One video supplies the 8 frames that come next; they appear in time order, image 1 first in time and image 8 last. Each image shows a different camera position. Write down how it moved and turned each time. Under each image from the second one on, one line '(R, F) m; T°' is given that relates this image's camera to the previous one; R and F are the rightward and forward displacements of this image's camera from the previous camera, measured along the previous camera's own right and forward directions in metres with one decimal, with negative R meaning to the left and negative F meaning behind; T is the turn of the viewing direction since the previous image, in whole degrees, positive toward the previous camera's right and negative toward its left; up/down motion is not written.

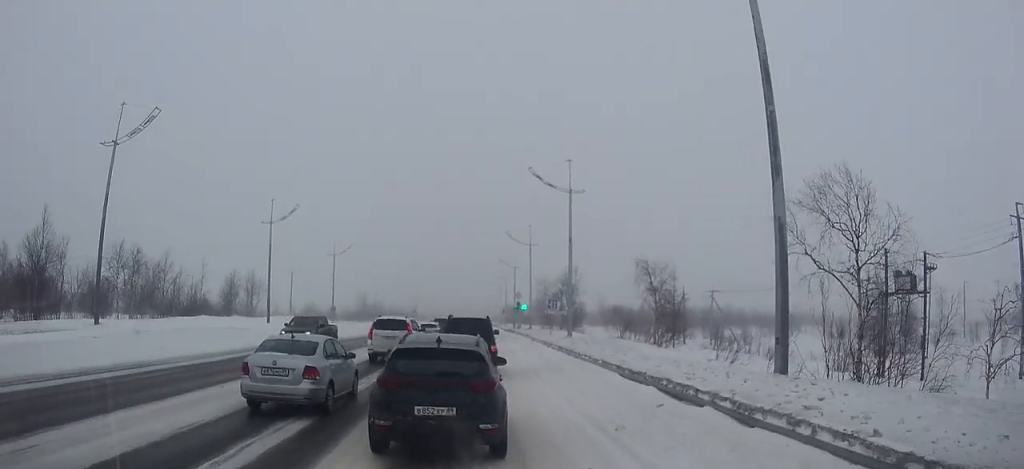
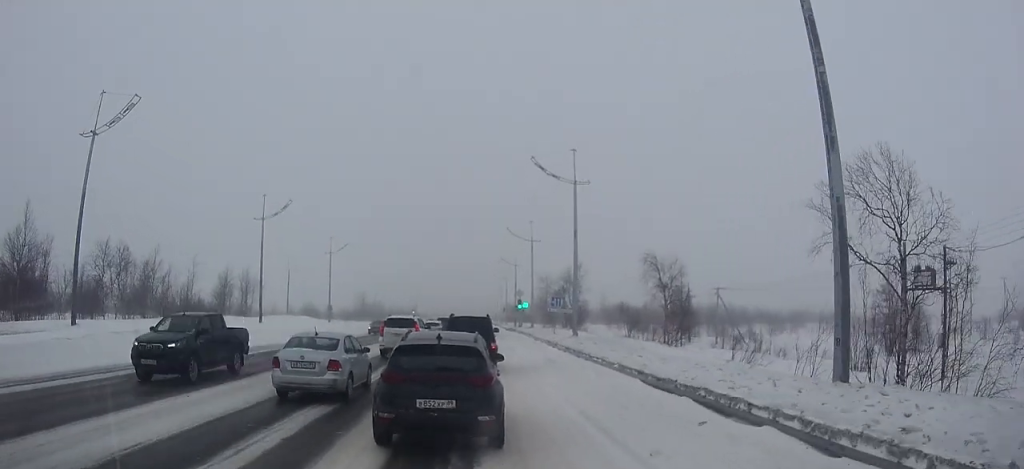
(0.0, +1.9) m; 0°
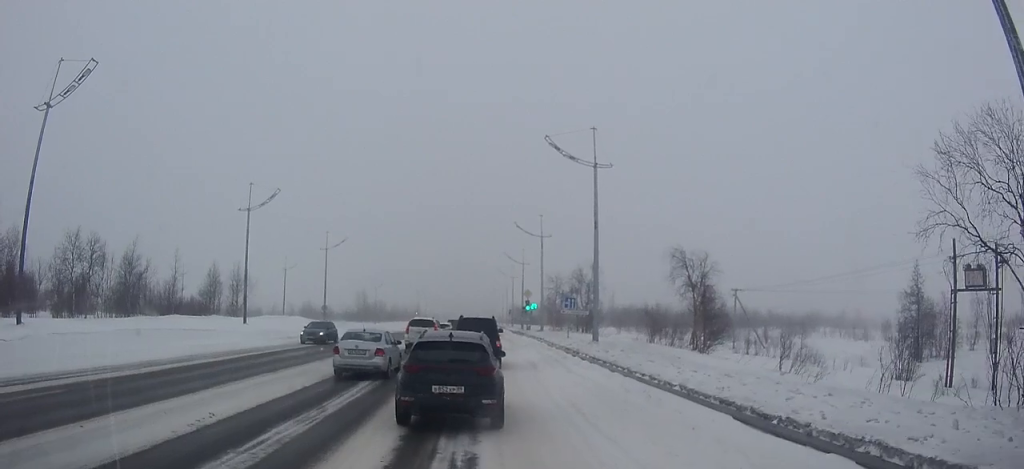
(0.0, +4.4) m; -1°
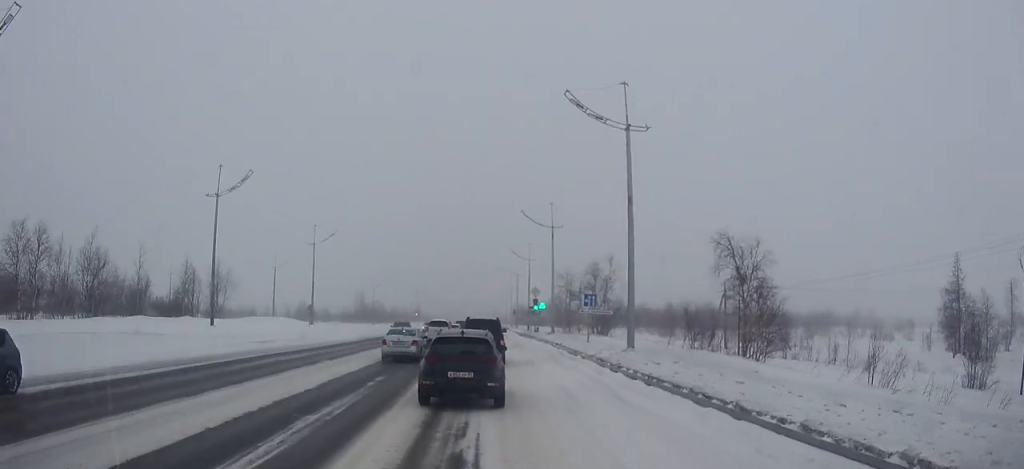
(0.0, +6.6) m; 0°
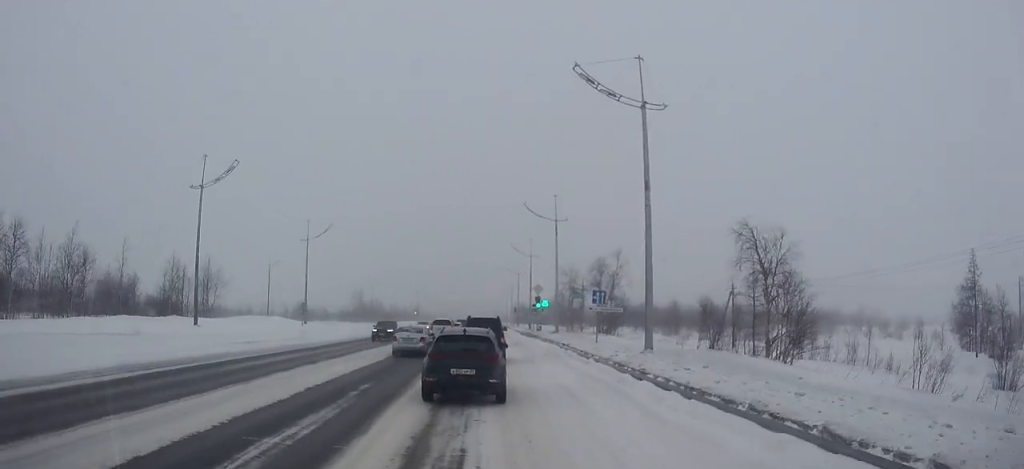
(0.0, +2.4) m; 0°
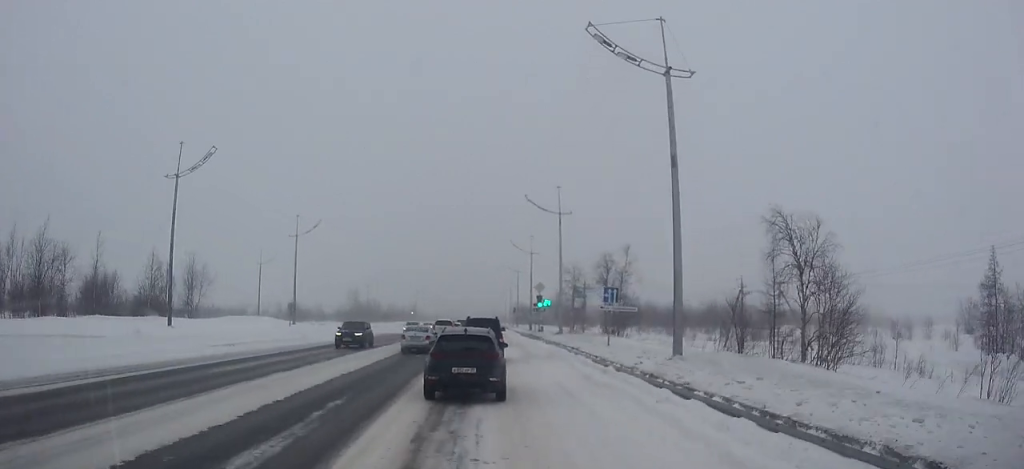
(0.0, +3.2) m; 0°
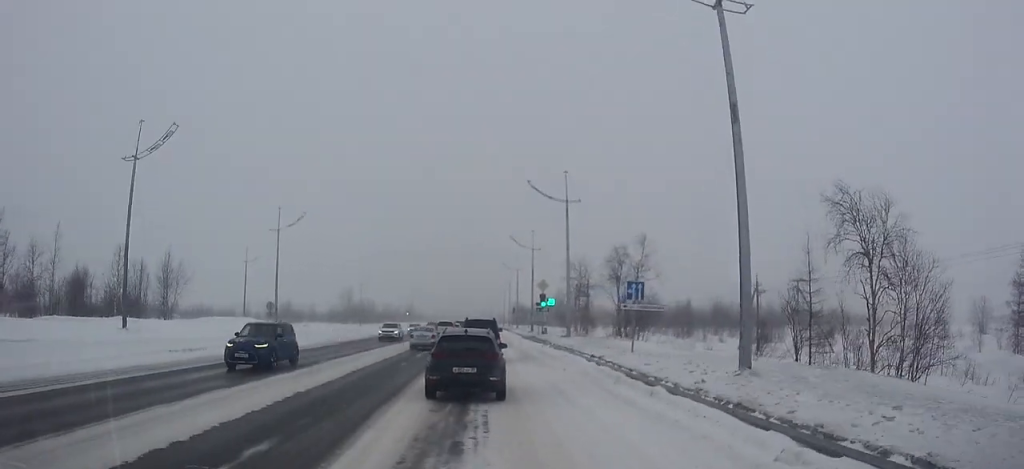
(0.0, +4.6) m; 0°
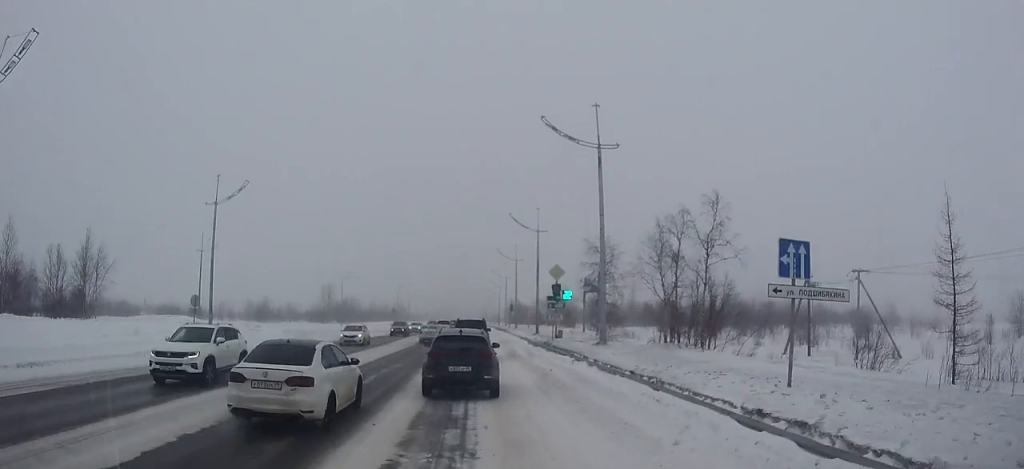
(0.0, +11.8) m; 0°
